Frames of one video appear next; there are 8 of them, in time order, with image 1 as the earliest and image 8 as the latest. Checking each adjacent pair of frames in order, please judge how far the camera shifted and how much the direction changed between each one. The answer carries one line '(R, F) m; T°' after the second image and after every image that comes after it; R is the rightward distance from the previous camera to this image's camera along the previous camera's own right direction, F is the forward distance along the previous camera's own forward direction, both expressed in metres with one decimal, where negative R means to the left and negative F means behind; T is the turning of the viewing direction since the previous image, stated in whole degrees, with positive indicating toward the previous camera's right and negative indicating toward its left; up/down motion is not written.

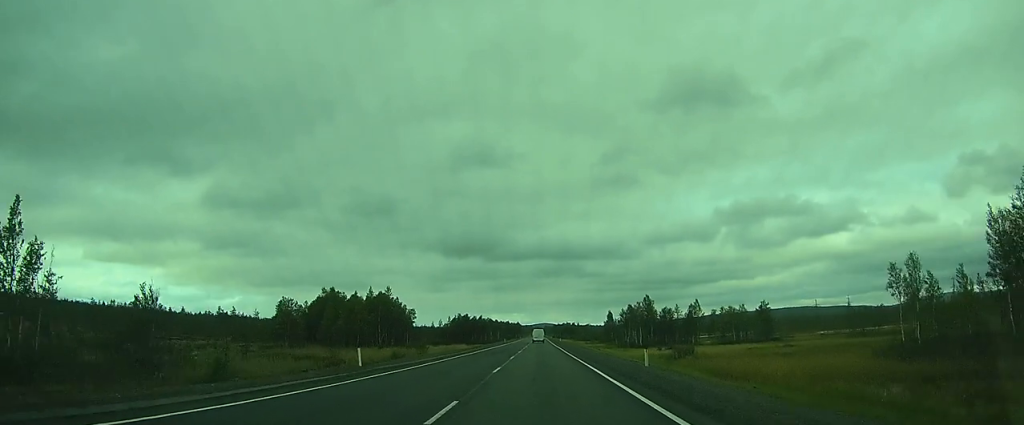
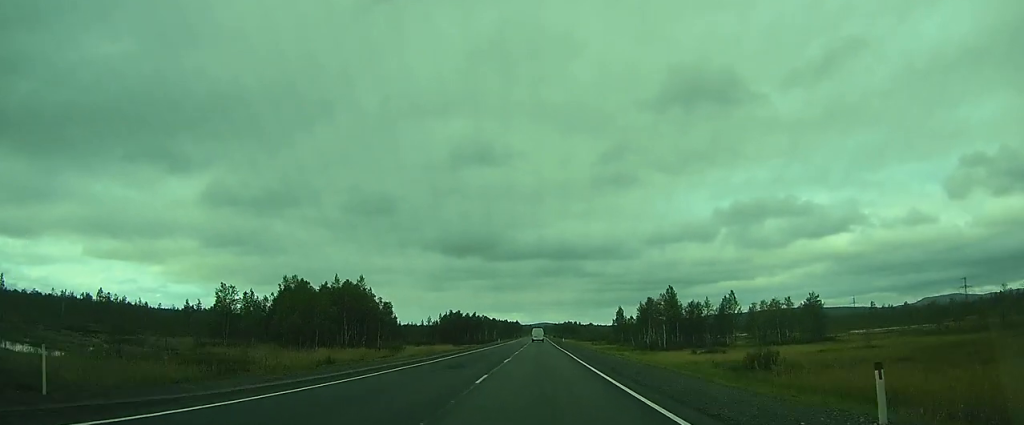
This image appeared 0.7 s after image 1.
(+0.1, +16.2) m; +1°
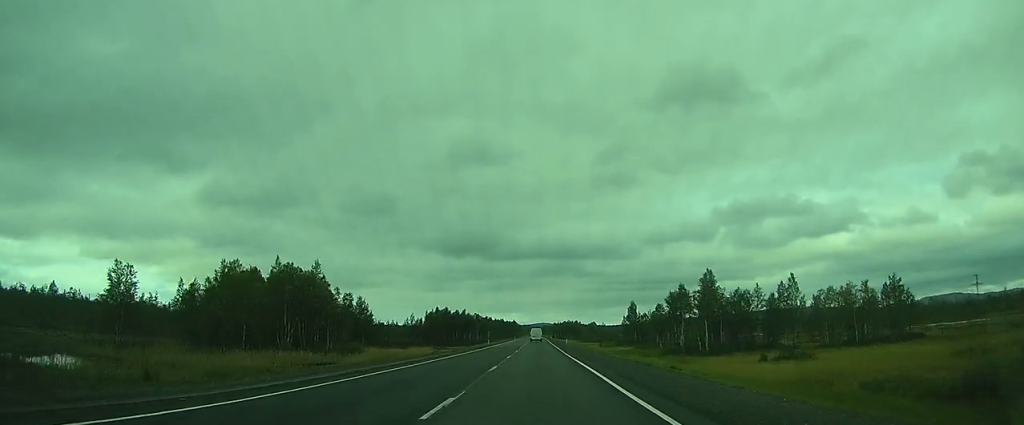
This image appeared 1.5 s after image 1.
(+0.1, +17.9) m; 0°
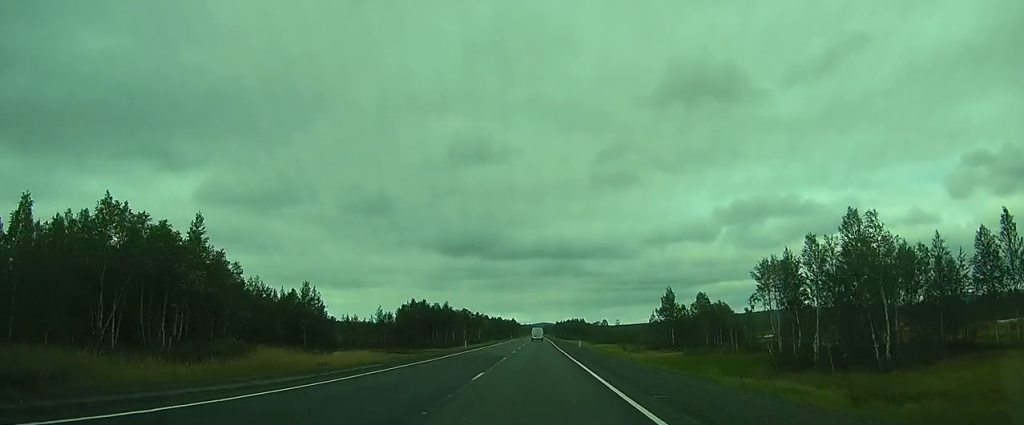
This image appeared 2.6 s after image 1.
(0.0, +27.3) m; 0°
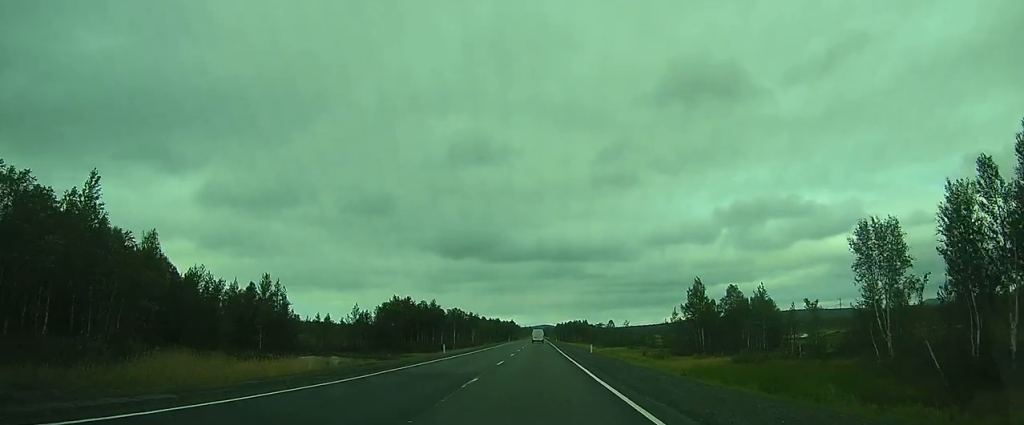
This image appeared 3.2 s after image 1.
(0.0, +13.3) m; 0°
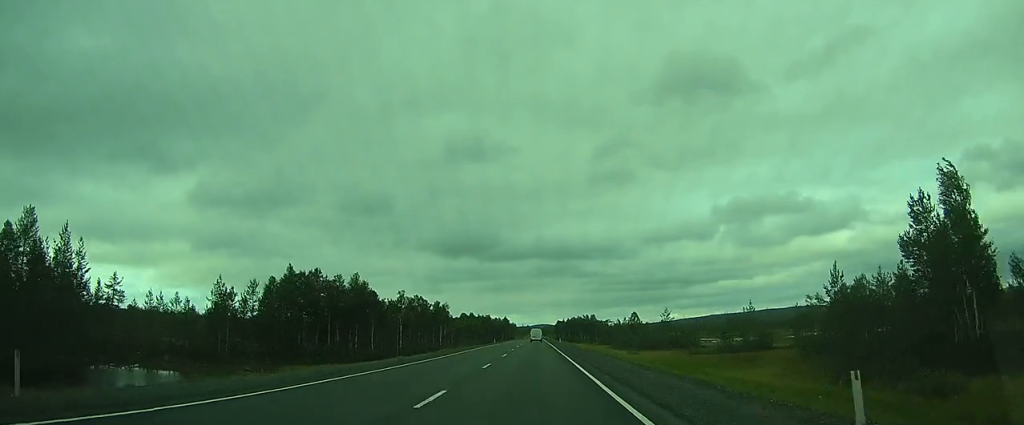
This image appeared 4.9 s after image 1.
(+0.5, +39.0) m; +1°
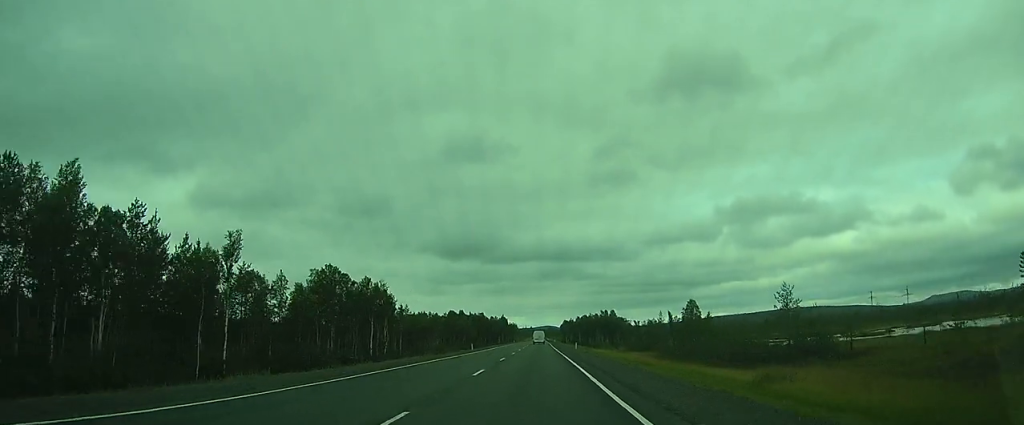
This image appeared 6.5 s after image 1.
(0.0, +38.0) m; 0°
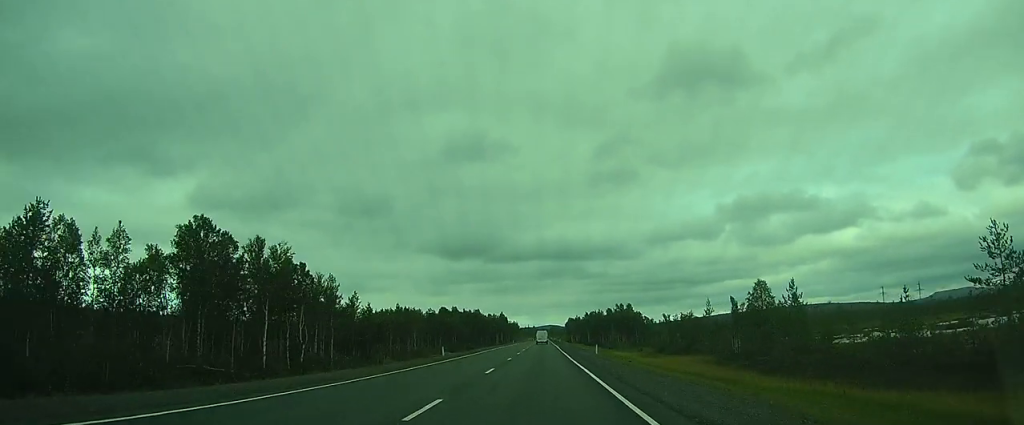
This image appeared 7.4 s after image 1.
(0.0, +20.8) m; 0°
